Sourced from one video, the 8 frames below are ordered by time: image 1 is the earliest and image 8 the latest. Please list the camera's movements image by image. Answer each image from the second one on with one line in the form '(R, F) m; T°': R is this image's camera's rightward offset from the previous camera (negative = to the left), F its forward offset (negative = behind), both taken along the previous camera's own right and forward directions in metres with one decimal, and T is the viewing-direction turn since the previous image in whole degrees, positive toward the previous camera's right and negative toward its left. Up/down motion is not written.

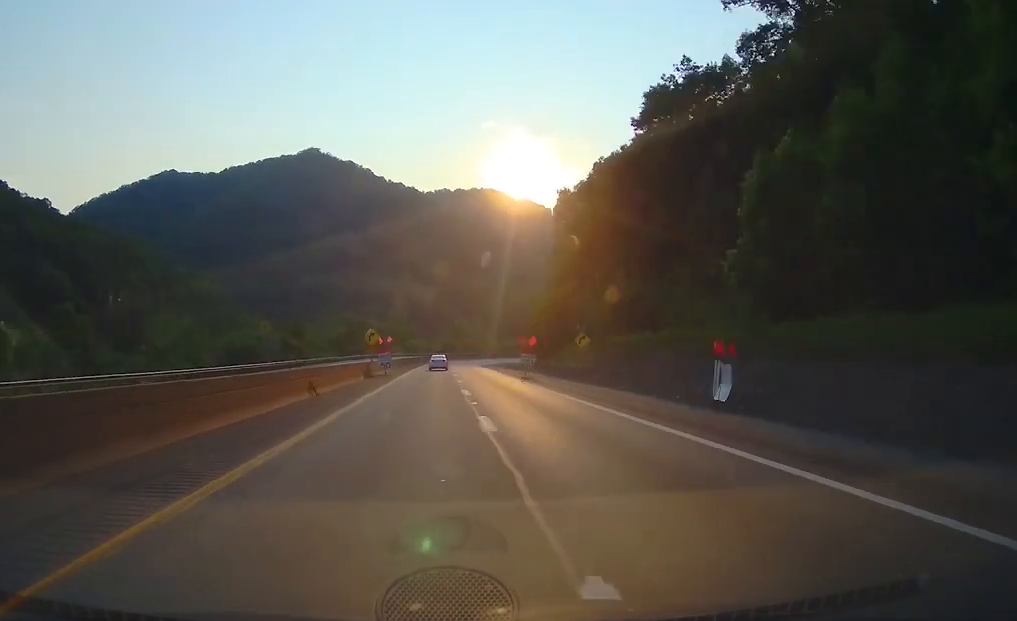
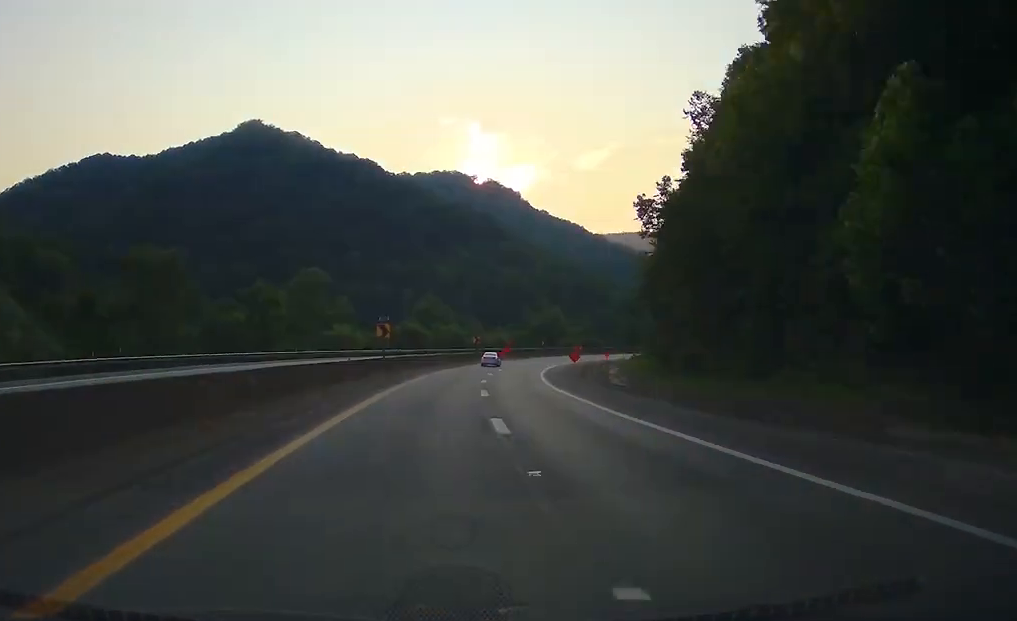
(+3.9, +108.8) m; +10°
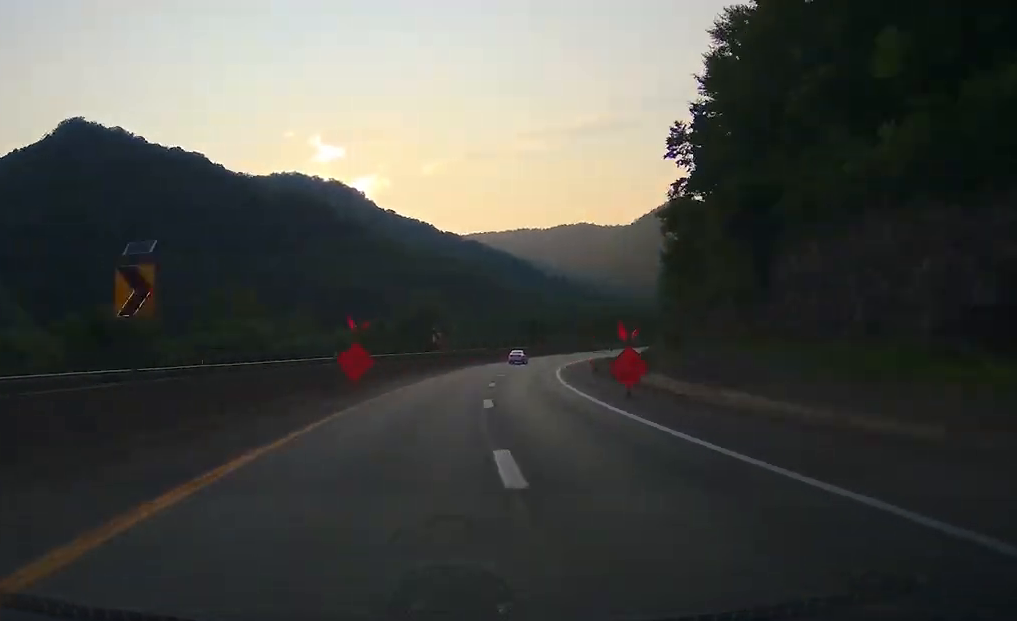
(+9.8, +79.5) m; +13°
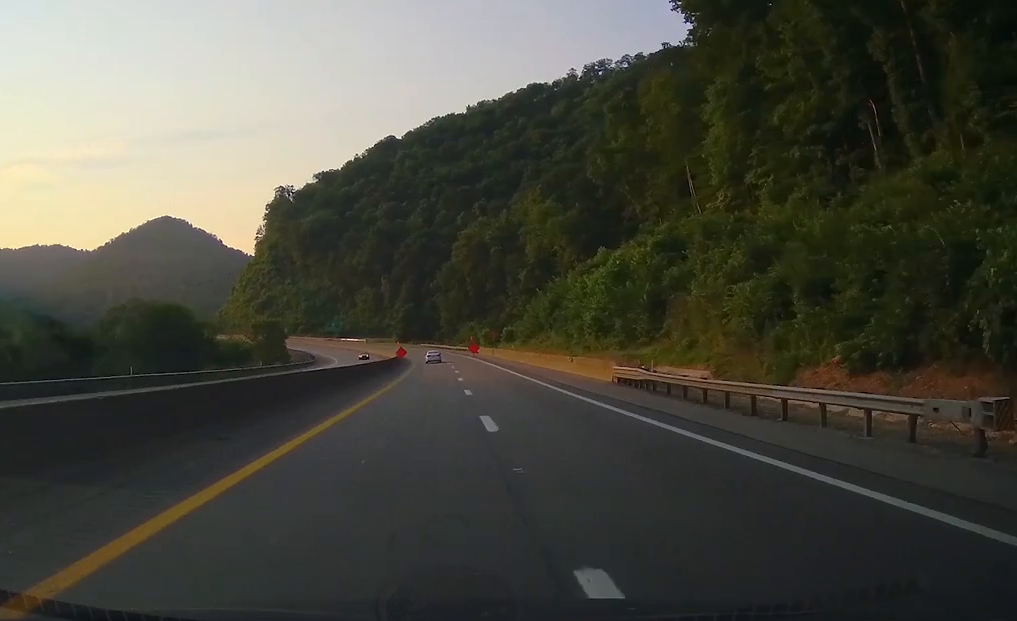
(+91.9, +249.1) m; +28°
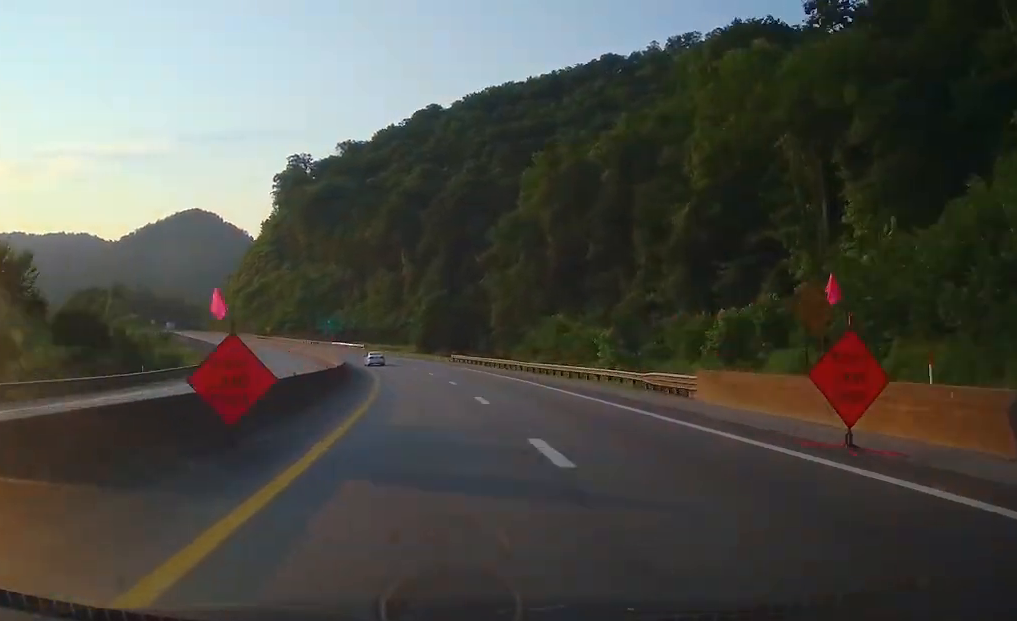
(-4.9, +85.2) m; -8°
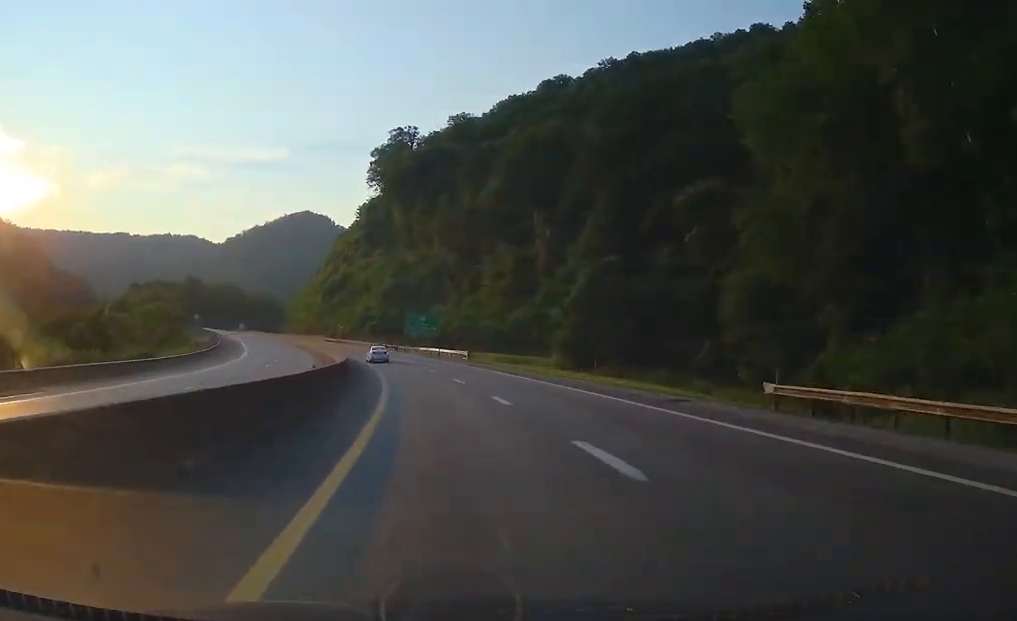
(-0.9, +56.3) m; -7°
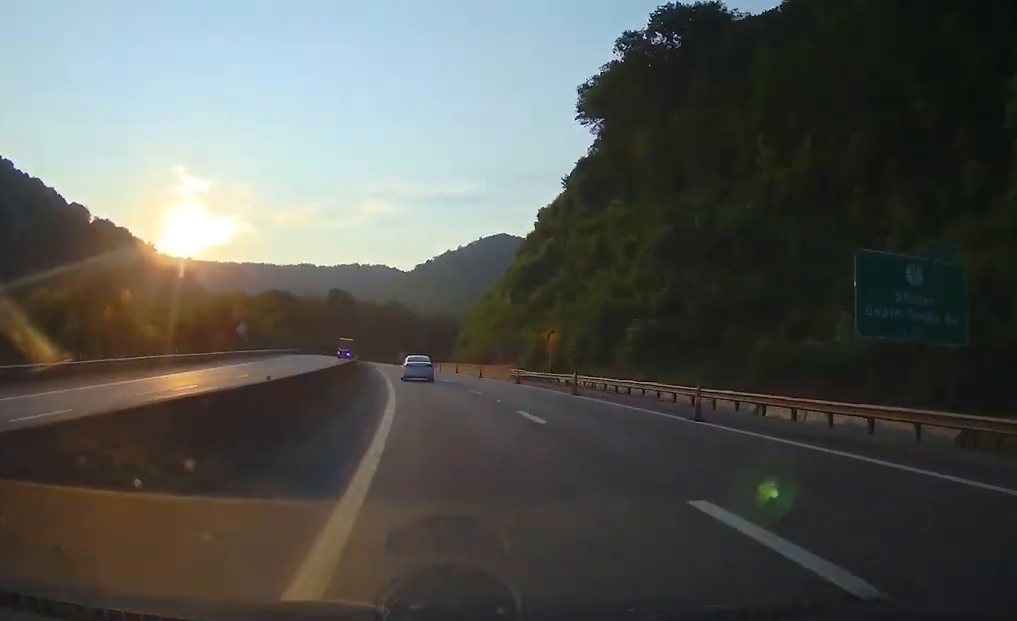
(-11.1, +88.3) m; -11°
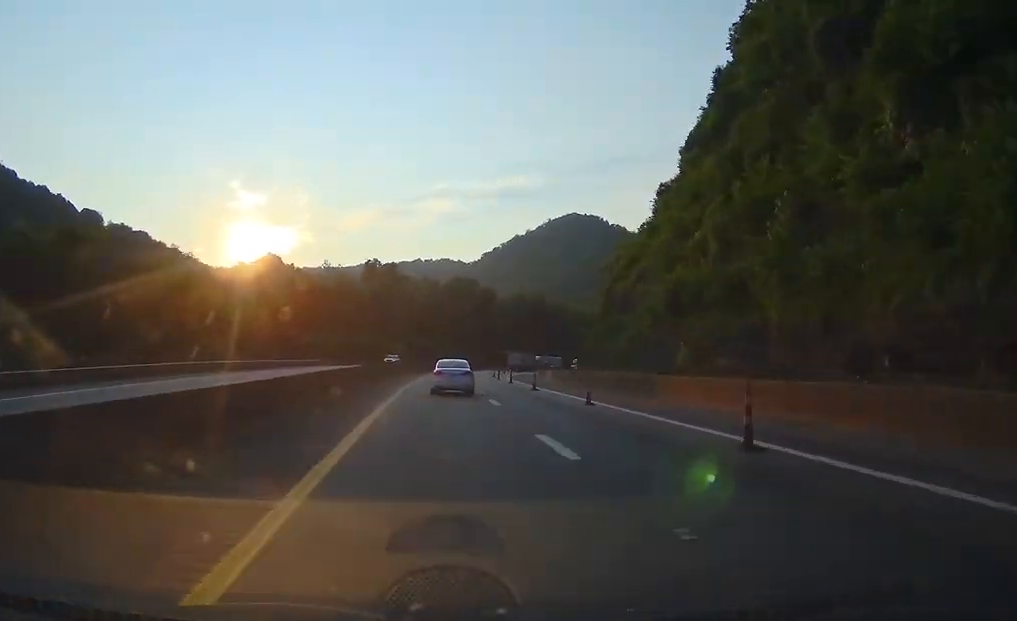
(-7.8, +84.9) m; -2°
